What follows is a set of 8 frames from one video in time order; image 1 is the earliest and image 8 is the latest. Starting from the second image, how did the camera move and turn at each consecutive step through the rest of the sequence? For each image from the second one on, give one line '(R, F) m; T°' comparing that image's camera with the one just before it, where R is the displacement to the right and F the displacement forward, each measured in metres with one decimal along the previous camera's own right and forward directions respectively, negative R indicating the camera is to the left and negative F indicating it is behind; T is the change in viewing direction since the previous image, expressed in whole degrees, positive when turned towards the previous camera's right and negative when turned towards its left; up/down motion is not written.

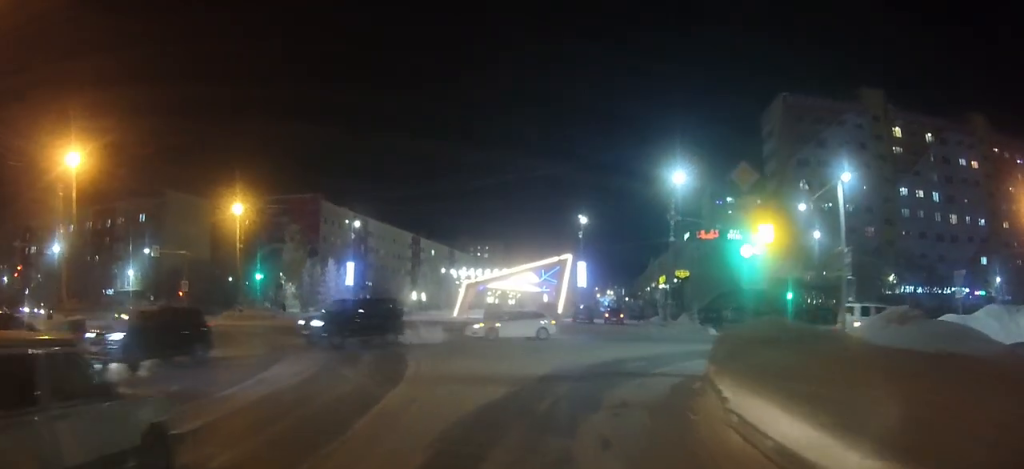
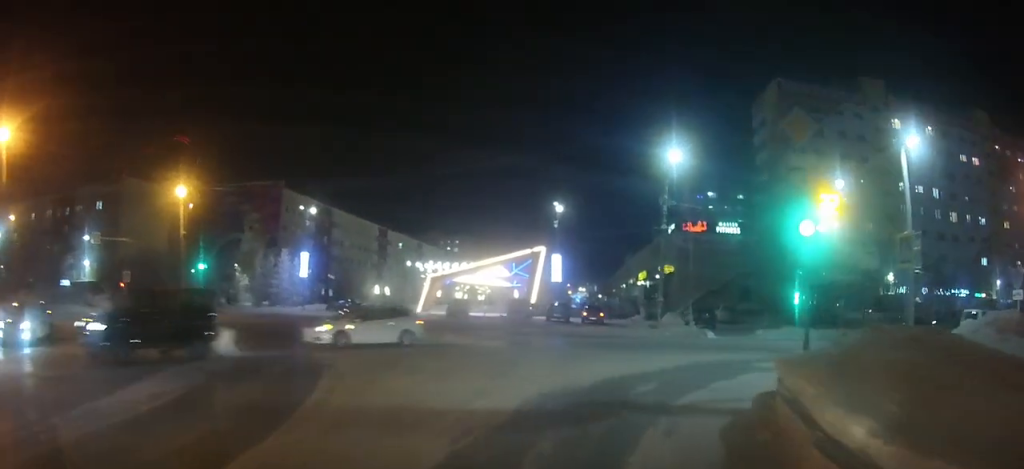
(+0.1, +5.9) m; +4°
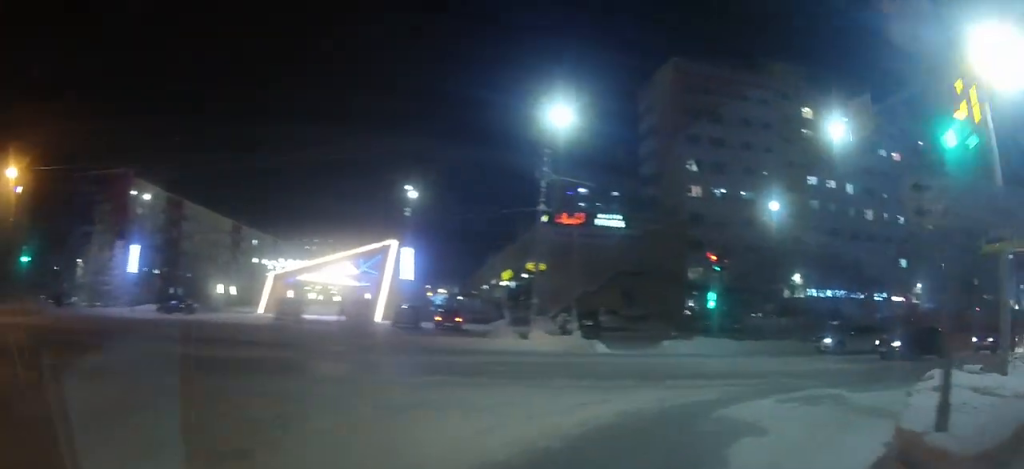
(+0.6, +8.4) m; +13°
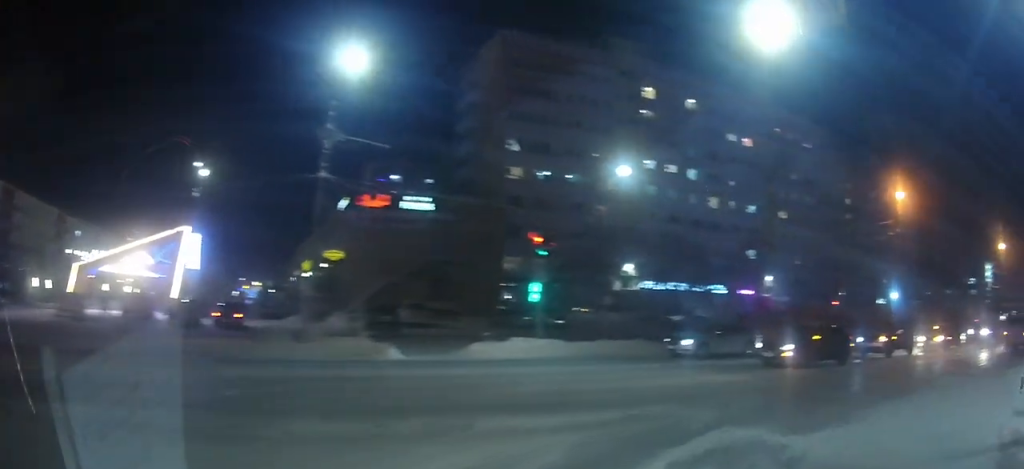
(+0.8, +6.0) m; +17°
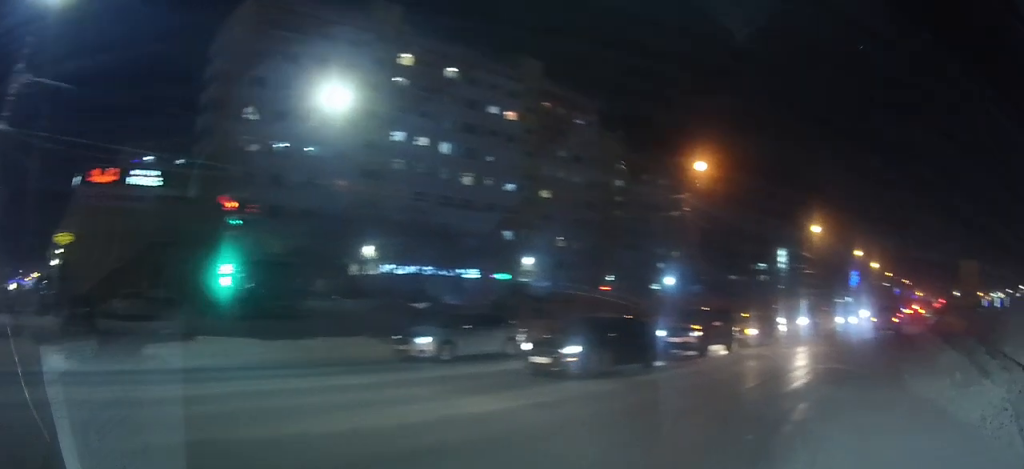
(+1.2, +6.2) m; +22°
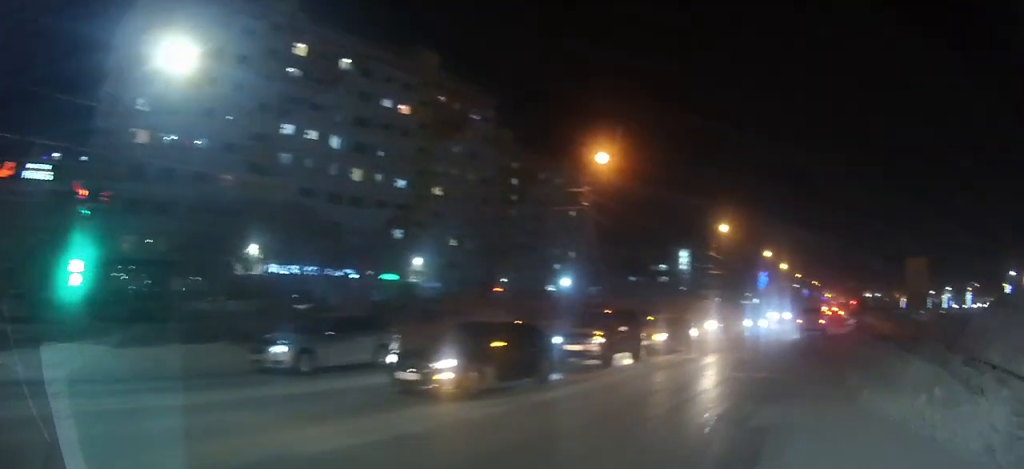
(+0.4, +2.7) m; +10°
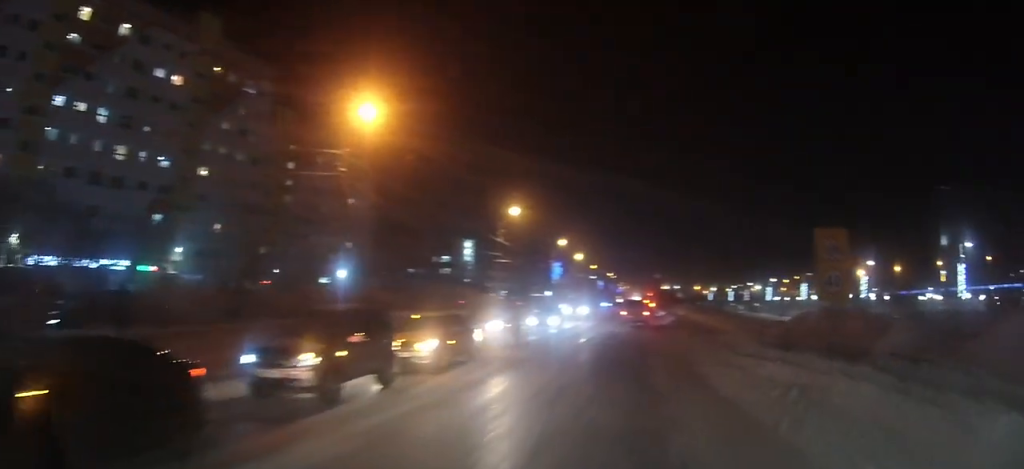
(+1.4, +7.3) m; +20°
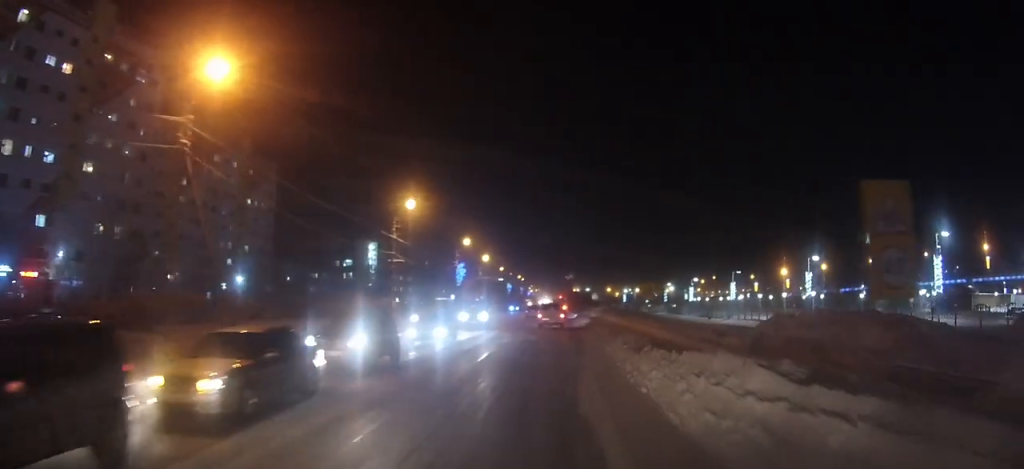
(+0.6, +6.3) m; +8°
